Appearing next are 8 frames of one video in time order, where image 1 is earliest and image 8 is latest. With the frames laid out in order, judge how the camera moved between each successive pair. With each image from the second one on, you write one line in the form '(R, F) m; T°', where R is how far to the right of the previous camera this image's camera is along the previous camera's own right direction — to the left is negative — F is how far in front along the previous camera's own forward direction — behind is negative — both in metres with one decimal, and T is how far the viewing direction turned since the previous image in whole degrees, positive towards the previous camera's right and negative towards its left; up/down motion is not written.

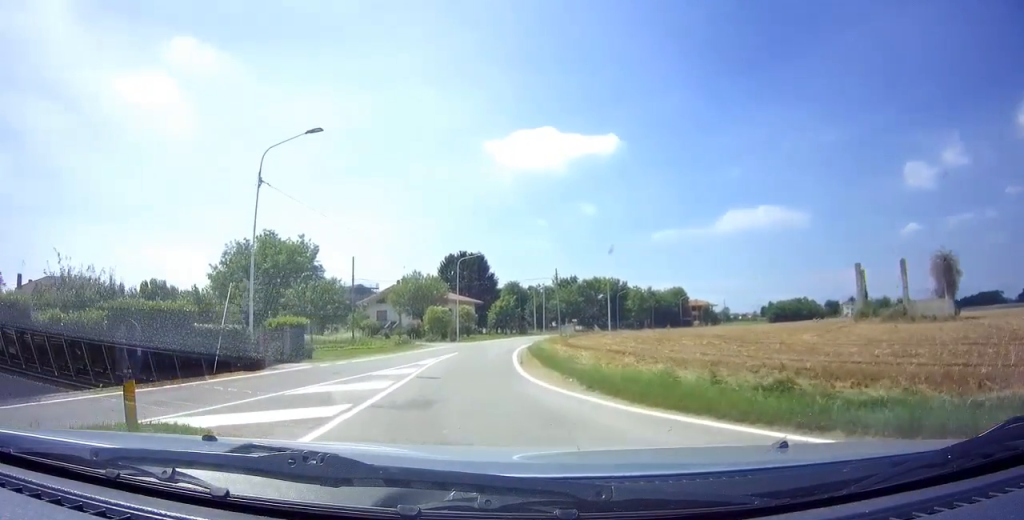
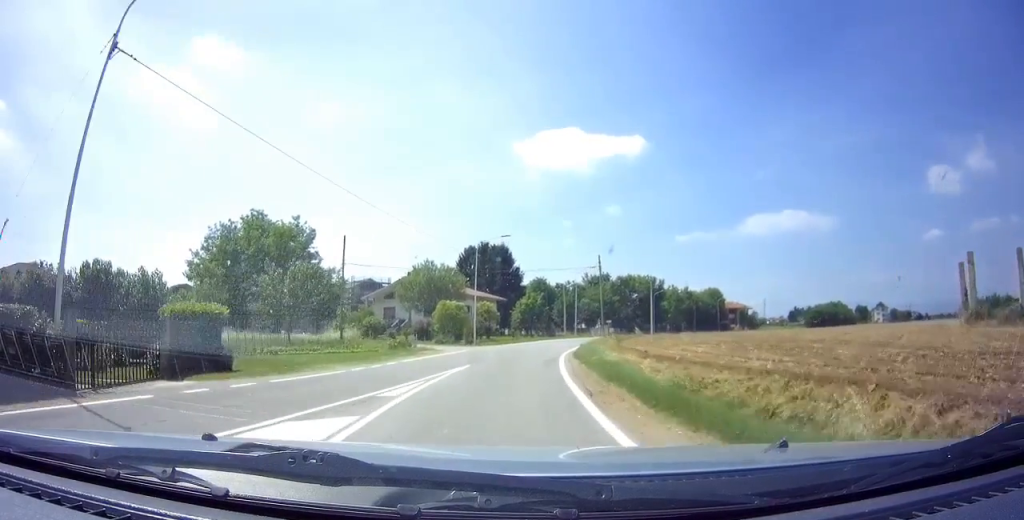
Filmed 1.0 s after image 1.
(-0.5, +9.7) m; -2°
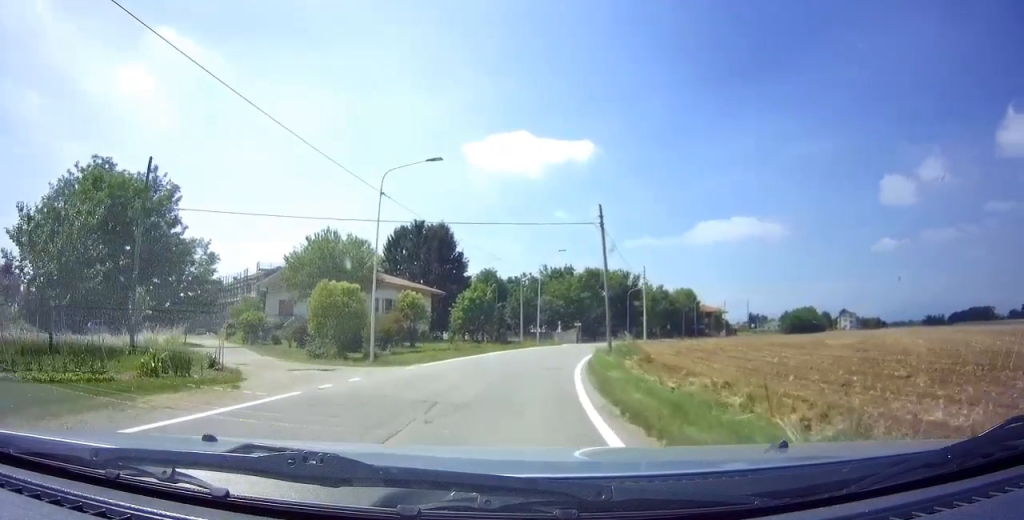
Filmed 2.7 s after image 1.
(+0.3, +18.2) m; +2°
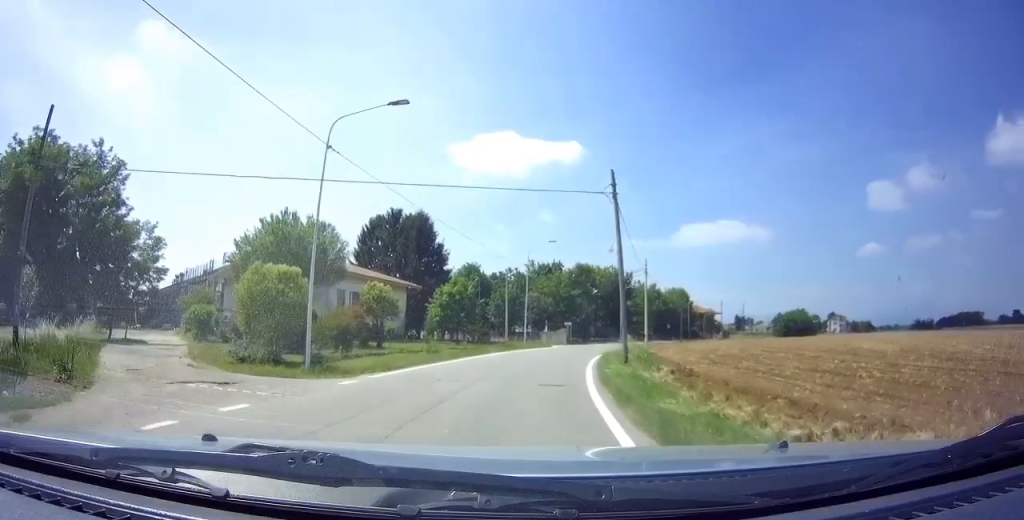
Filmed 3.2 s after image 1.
(-0.1, +5.6) m; +1°
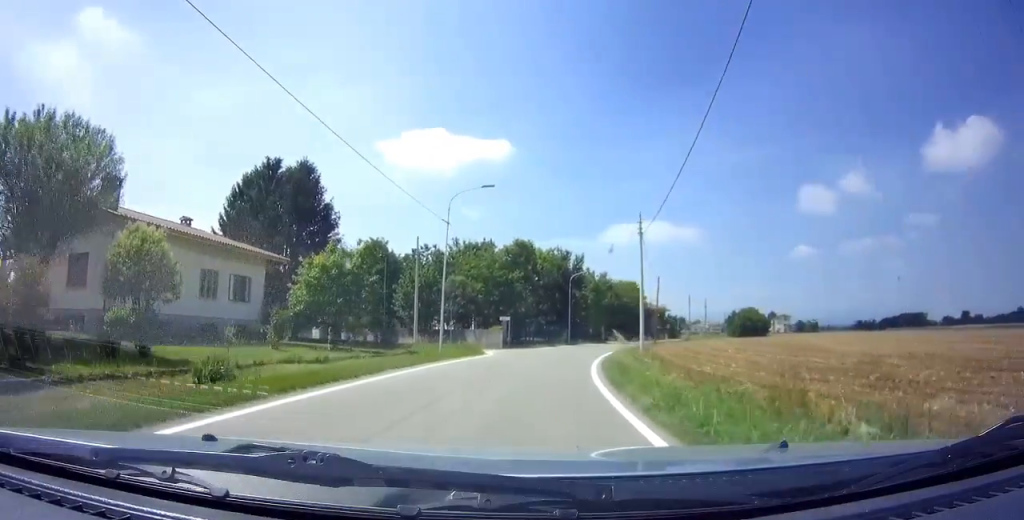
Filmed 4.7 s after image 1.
(+1.3, +16.9) m; +9°
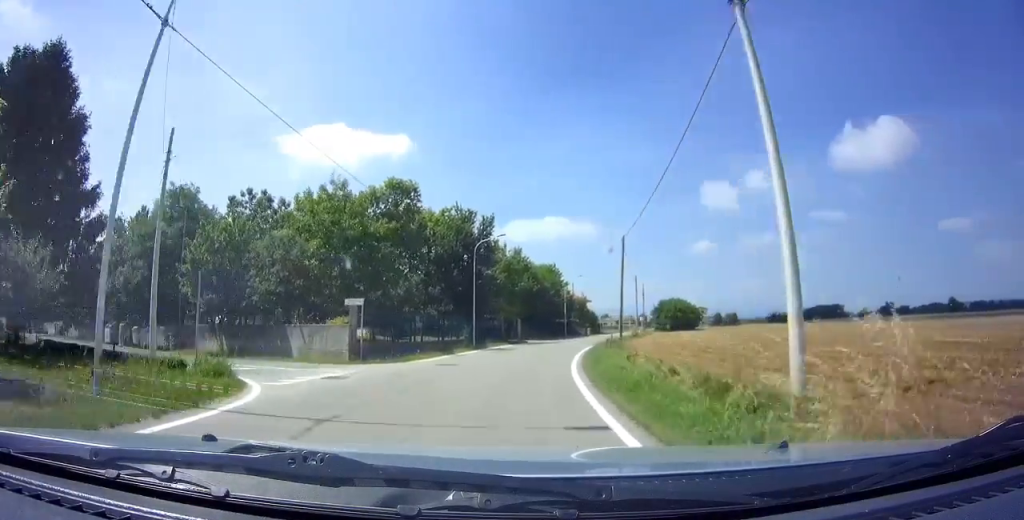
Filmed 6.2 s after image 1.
(+1.4, +19.1) m; +9°
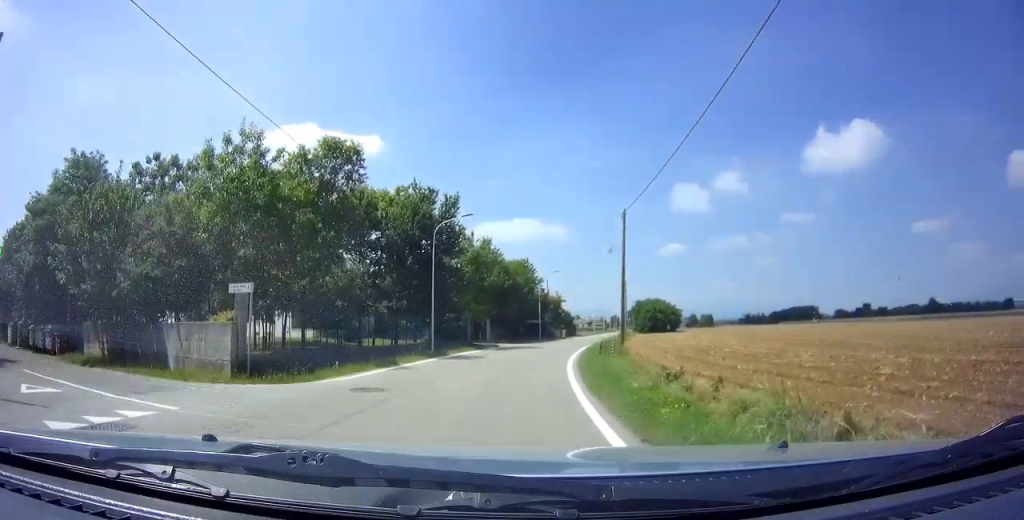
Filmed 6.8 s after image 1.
(+0.4, +7.5) m; +3°
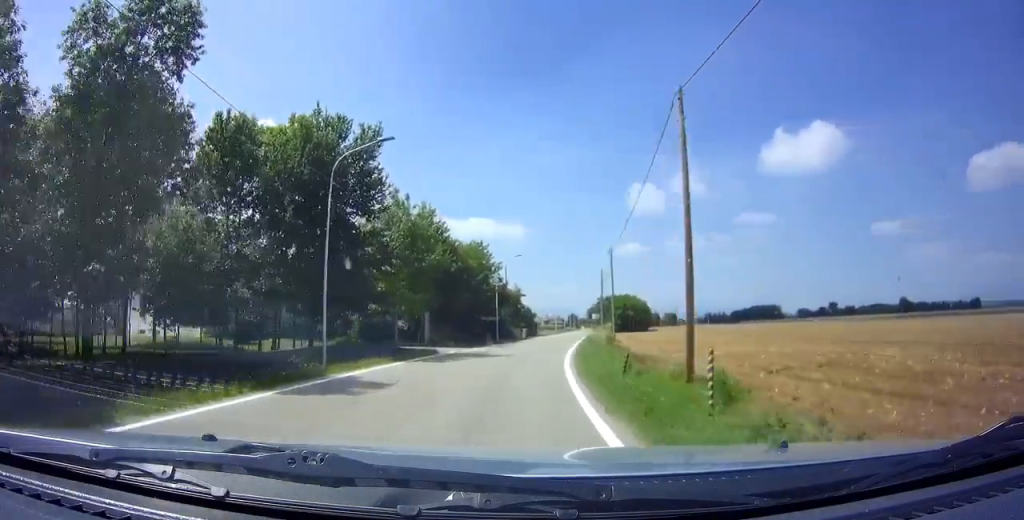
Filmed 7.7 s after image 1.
(+0.5, +12.2) m; +5°
